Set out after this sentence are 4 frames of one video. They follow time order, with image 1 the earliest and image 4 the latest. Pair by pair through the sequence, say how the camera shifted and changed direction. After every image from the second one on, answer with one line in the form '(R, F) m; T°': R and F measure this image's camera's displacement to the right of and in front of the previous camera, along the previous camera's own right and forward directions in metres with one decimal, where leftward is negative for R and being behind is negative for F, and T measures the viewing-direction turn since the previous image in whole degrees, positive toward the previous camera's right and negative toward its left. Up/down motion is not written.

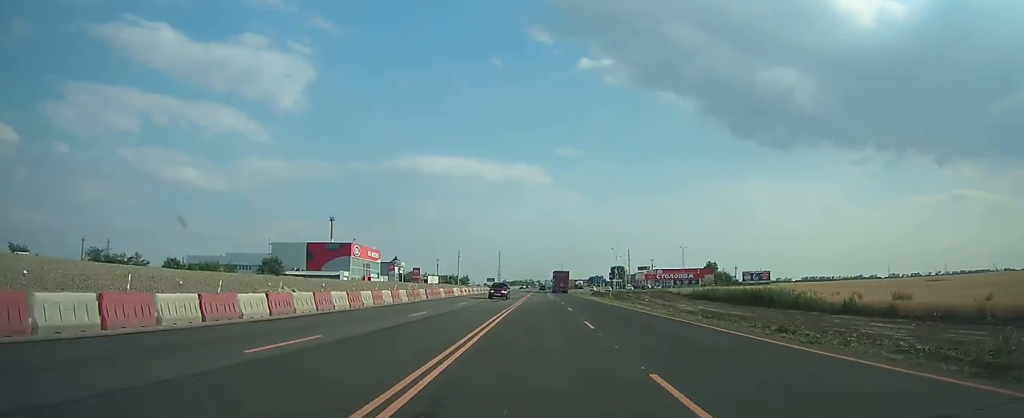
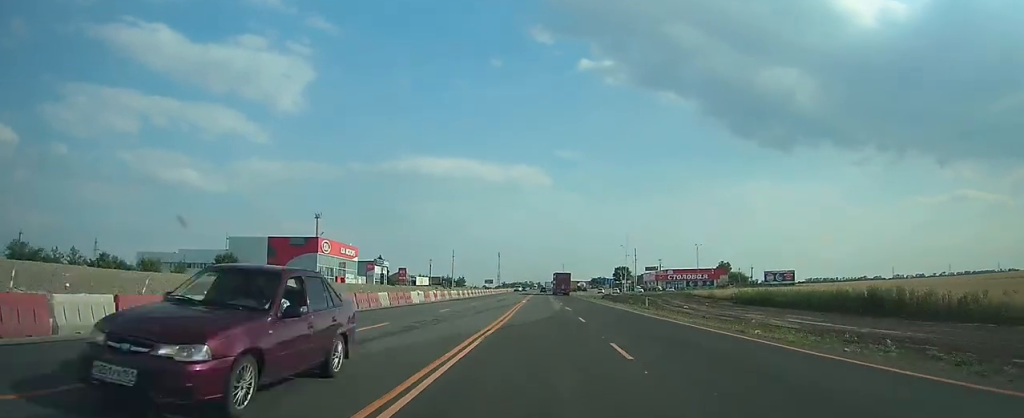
(0.0, +19.0) m; 0°
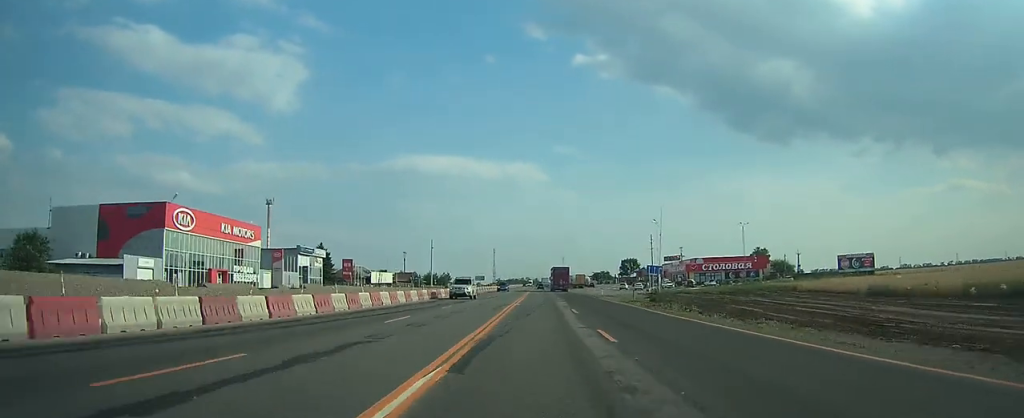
(-0.1, +45.5) m; 0°
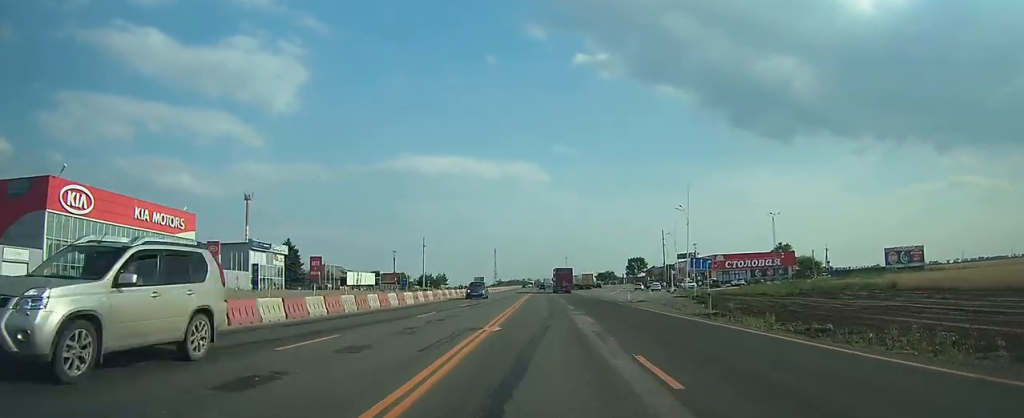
(0.0, +18.2) m; 0°
